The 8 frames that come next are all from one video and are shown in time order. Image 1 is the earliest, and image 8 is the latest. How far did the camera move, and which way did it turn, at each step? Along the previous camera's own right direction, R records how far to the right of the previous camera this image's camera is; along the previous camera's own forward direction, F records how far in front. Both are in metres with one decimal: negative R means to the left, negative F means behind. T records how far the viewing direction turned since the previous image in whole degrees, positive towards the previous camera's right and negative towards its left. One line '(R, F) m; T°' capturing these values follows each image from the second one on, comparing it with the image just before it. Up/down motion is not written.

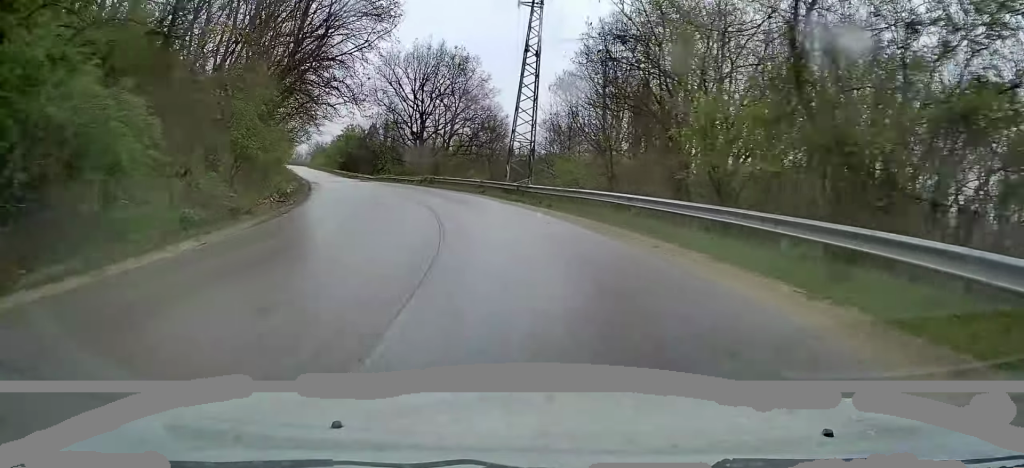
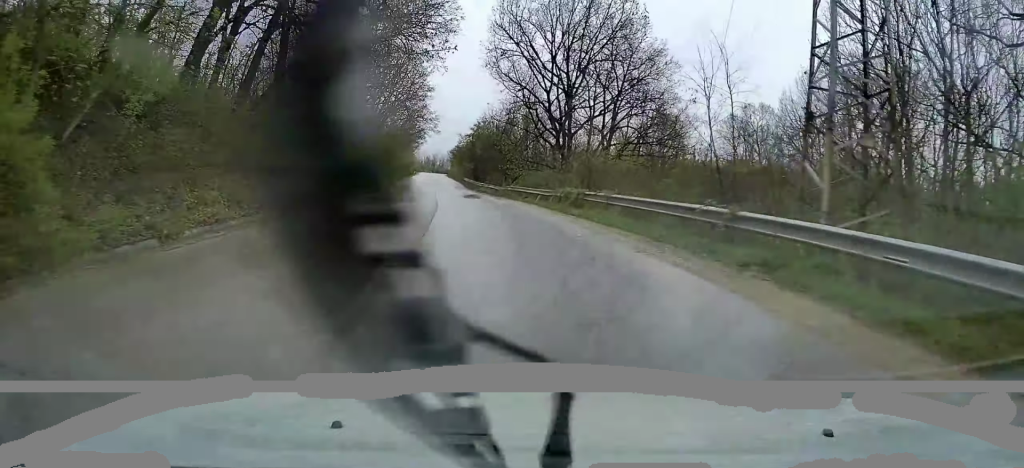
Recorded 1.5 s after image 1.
(-3.5, +25.3) m; -13°
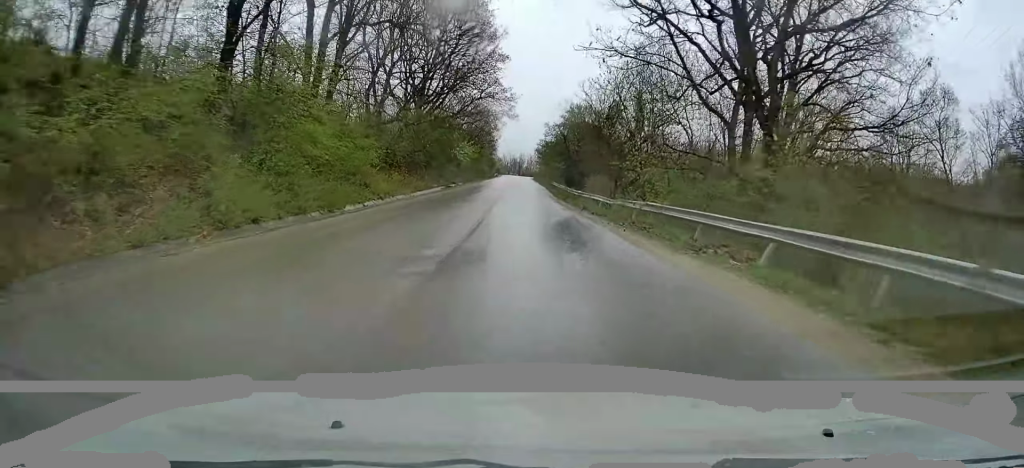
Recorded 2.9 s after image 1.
(-1.4, +22.6) m; -6°
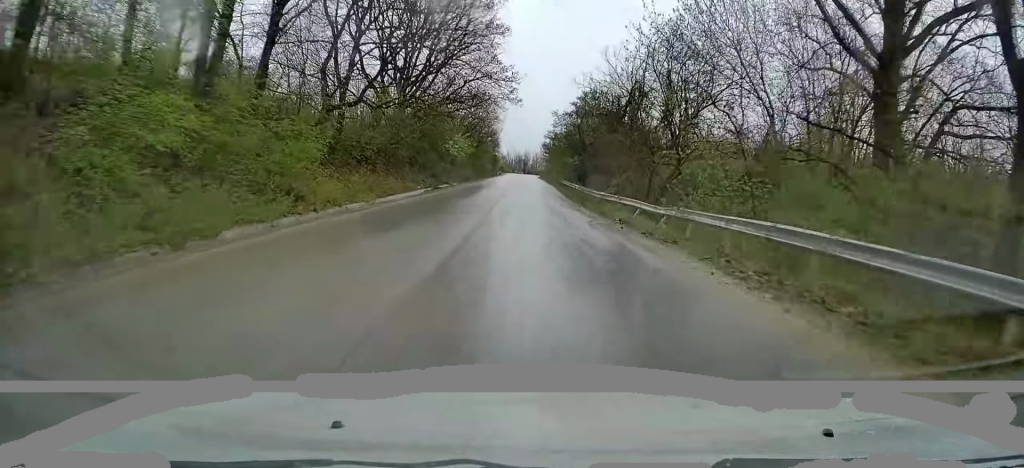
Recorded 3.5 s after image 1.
(-0.2, +10.1) m; -1°
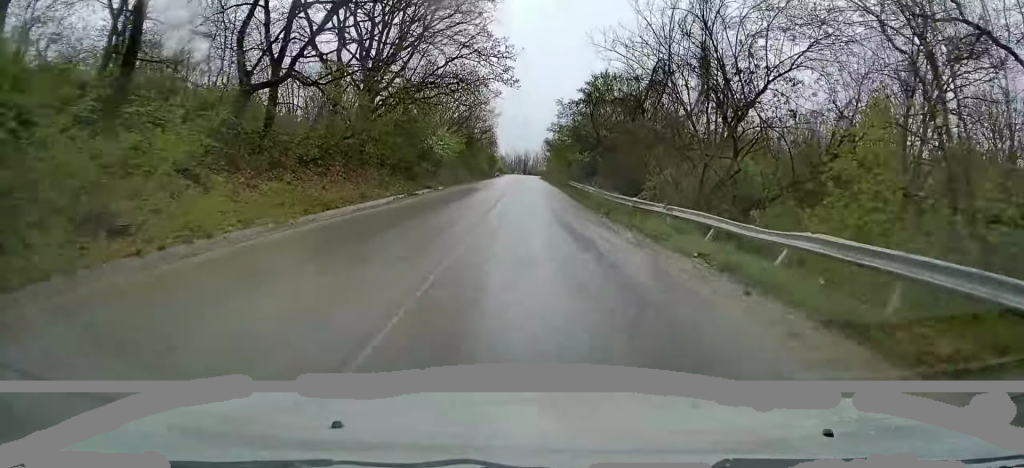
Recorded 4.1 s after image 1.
(-0.2, +9.6) m; -1°
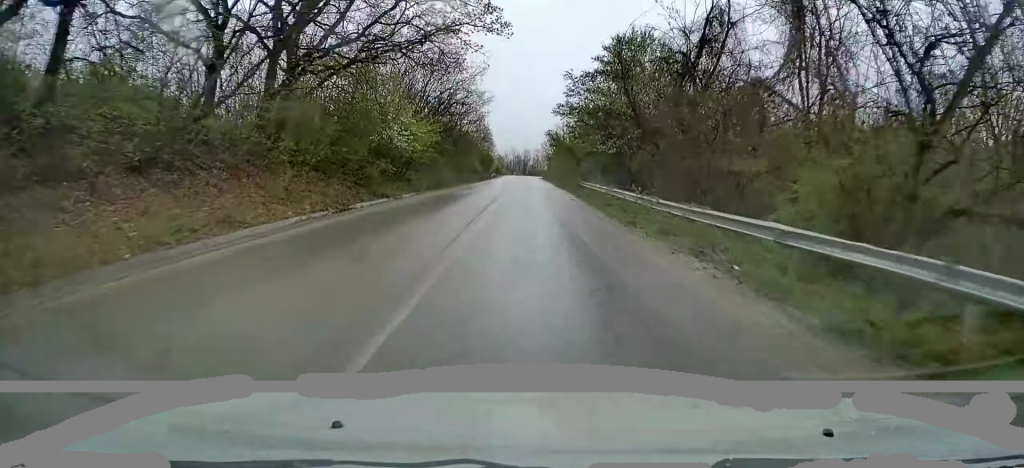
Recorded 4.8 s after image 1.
(+0.1, +13.4) m; 0°
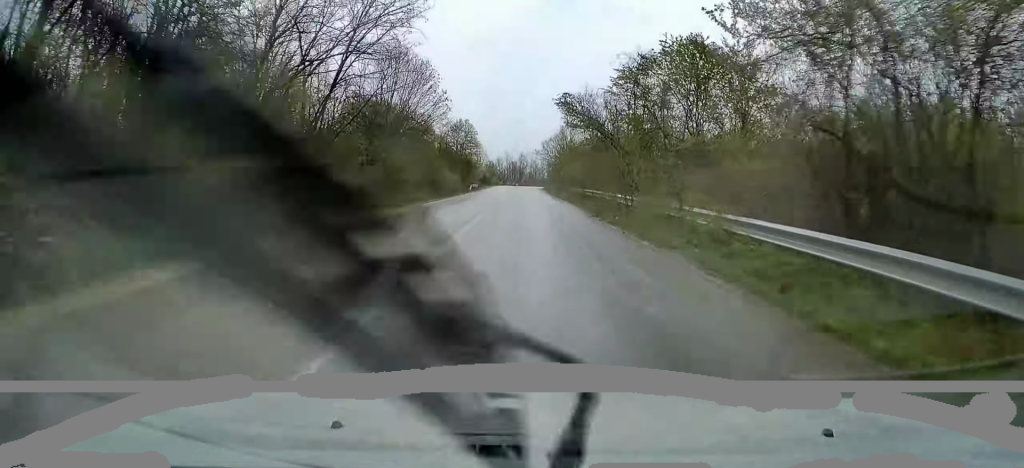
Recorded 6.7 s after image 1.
(-0.6, +33.2) m; -1°
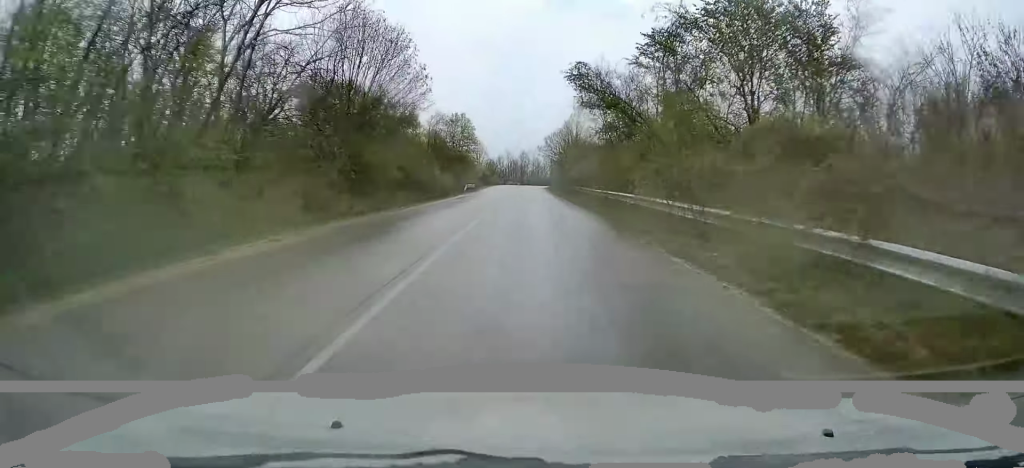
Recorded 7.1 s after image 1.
(-0.1, +7.8) m; 0°
